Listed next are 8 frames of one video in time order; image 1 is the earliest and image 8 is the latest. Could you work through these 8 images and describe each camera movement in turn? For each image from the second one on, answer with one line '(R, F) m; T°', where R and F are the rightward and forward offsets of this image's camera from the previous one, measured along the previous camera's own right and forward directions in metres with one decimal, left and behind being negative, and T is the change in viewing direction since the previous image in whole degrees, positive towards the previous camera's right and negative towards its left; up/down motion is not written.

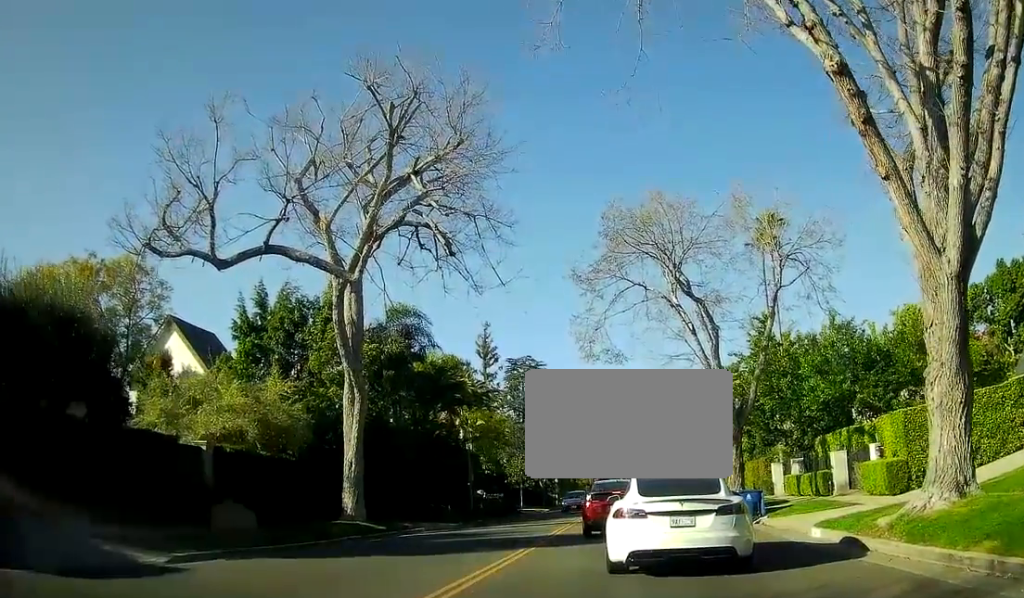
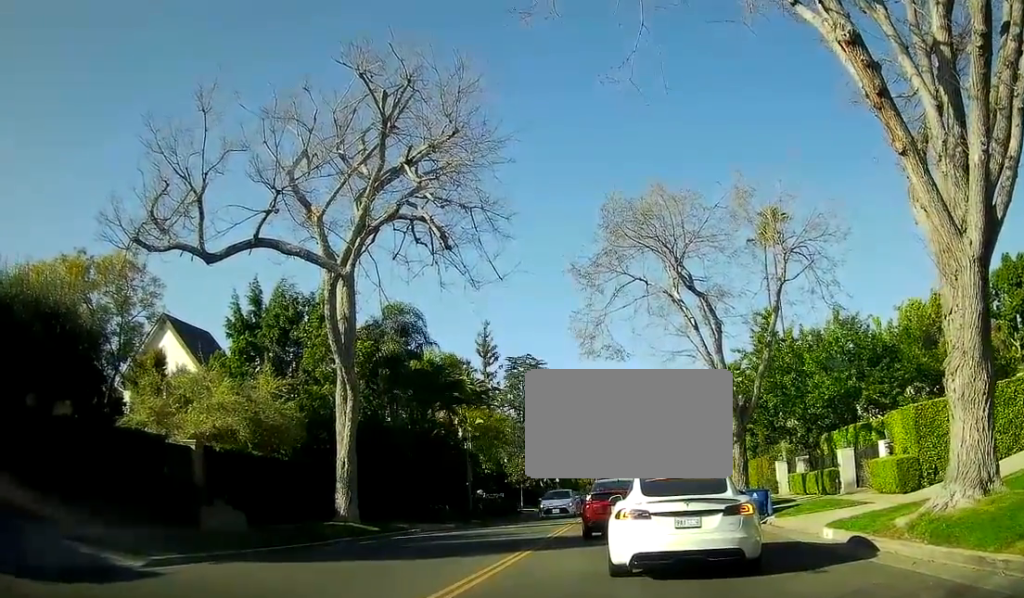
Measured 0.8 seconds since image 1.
(+0.1, +1.2) m; 0°
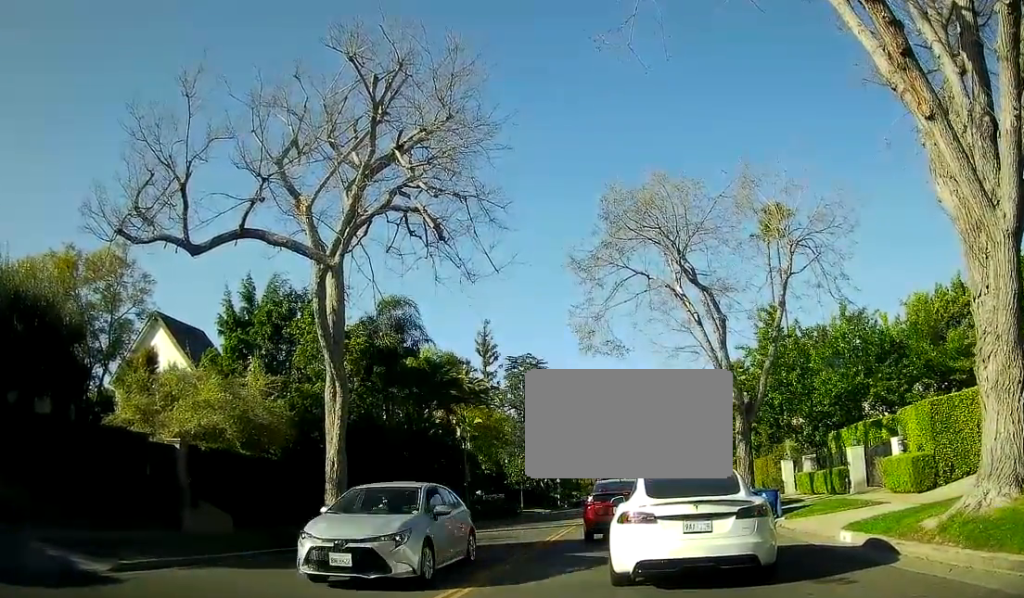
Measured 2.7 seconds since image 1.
(0.0, +1.1) m; 0°
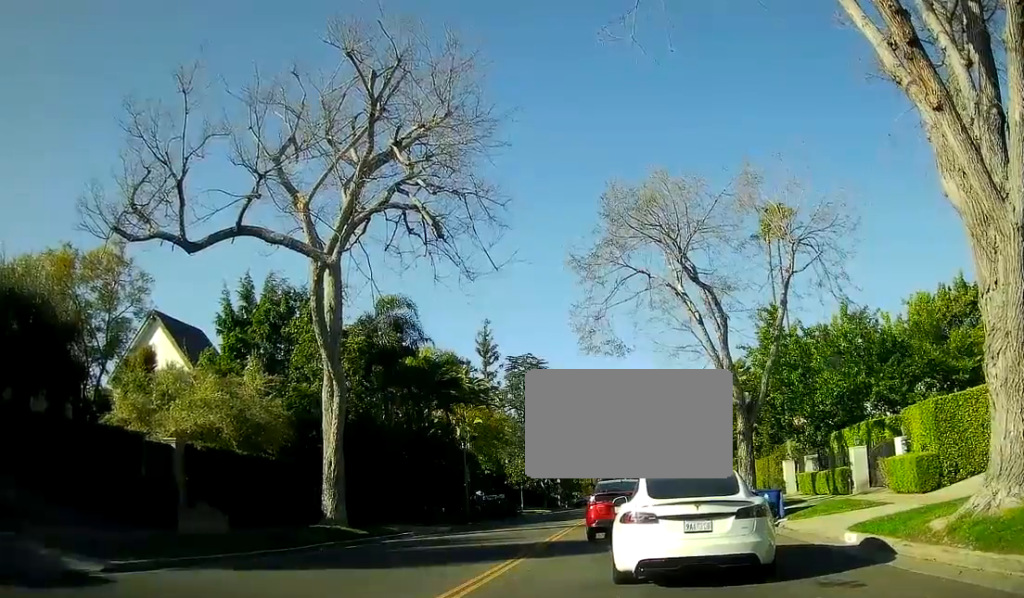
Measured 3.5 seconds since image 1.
(0.0, +0.3) m; 0°
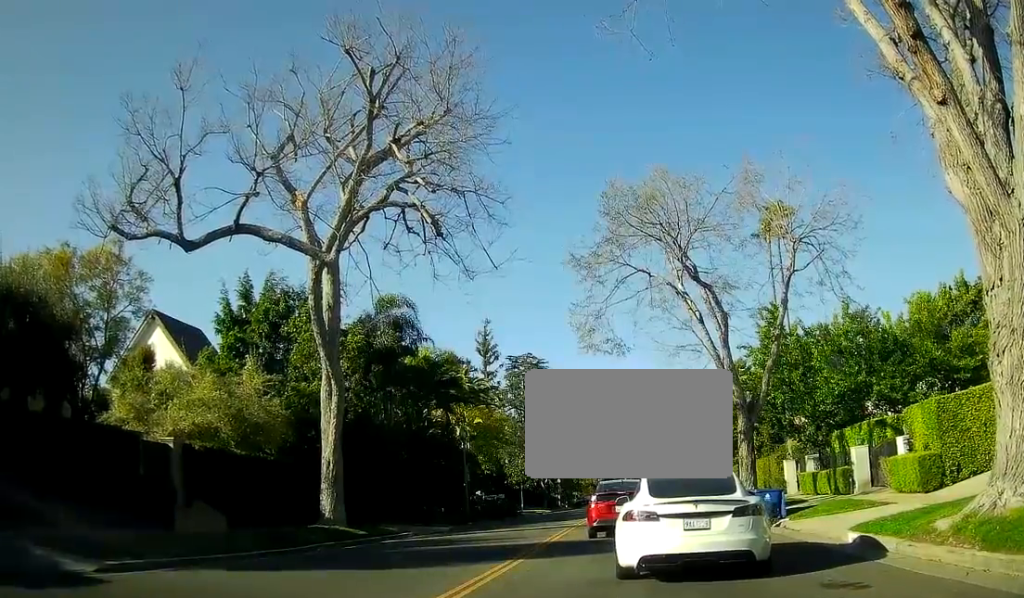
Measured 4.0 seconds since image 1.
(0.0, +0.2) m; 0°
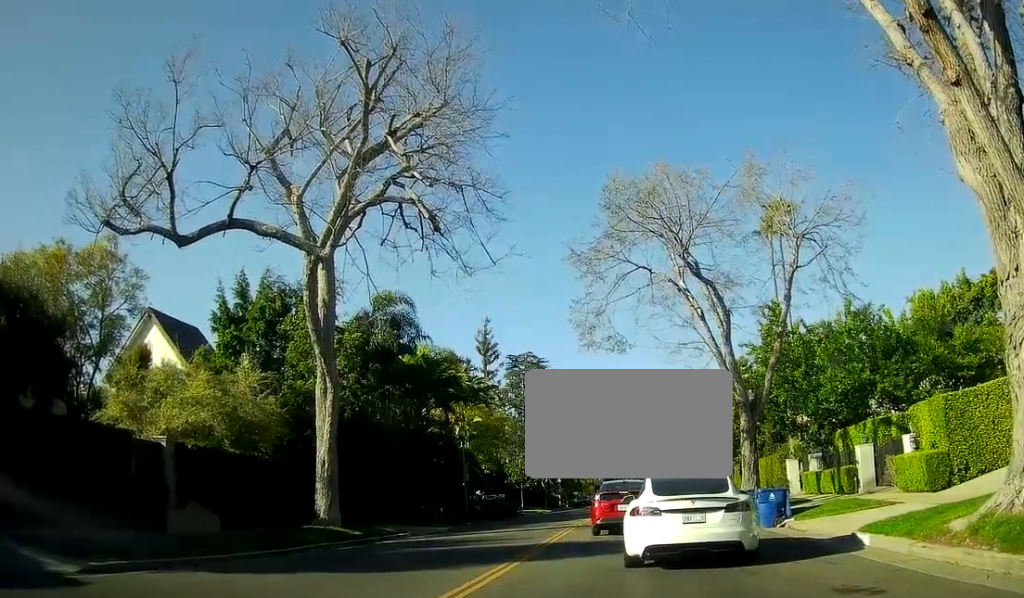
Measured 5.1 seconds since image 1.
(0.0, +0.5) m; 0°
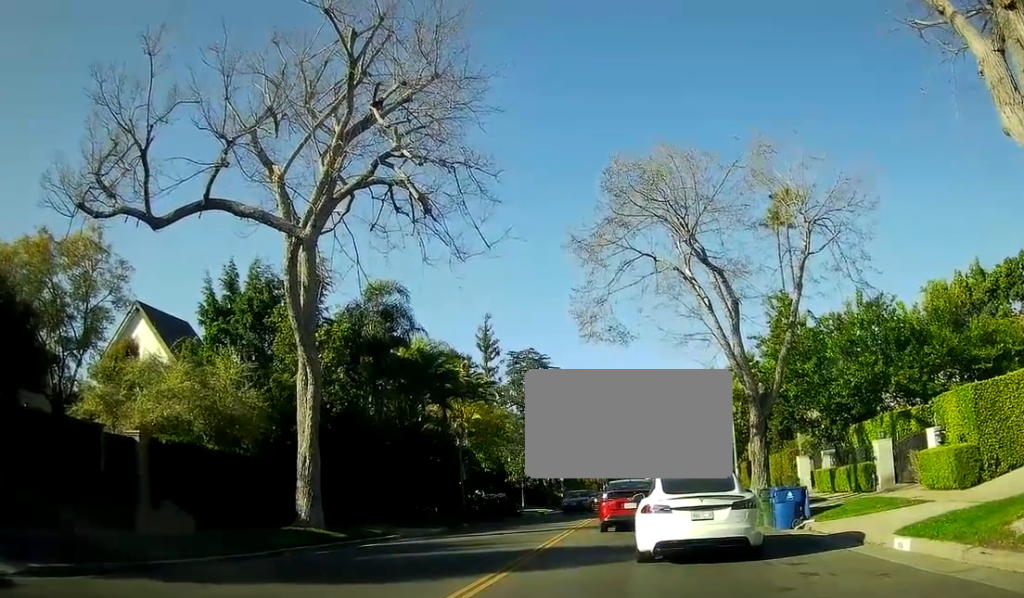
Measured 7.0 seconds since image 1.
(0.0, +1.6) m; 0°
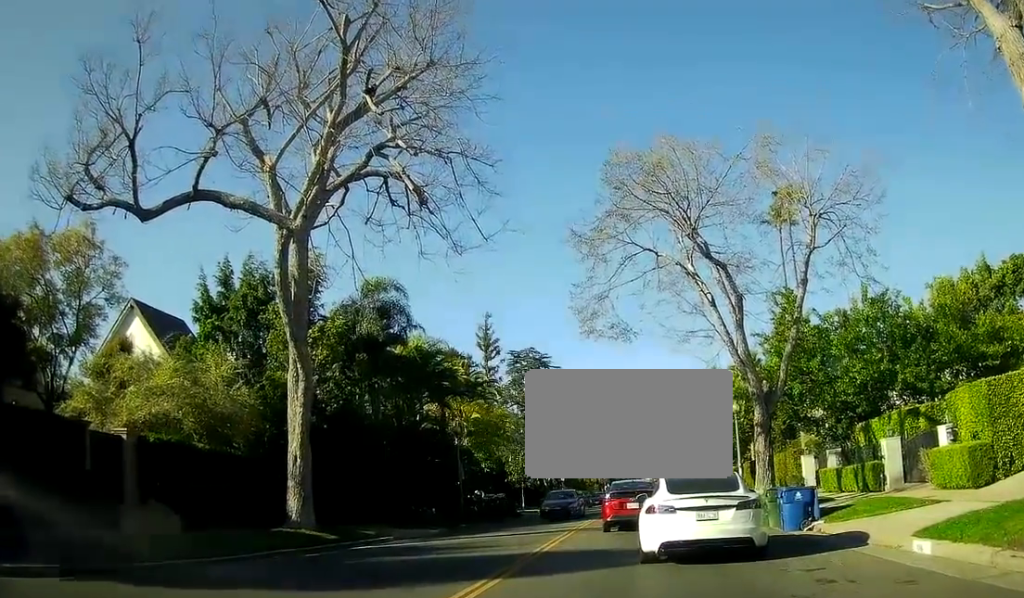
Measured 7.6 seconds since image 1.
(0.0, +0.7) m; 0°
